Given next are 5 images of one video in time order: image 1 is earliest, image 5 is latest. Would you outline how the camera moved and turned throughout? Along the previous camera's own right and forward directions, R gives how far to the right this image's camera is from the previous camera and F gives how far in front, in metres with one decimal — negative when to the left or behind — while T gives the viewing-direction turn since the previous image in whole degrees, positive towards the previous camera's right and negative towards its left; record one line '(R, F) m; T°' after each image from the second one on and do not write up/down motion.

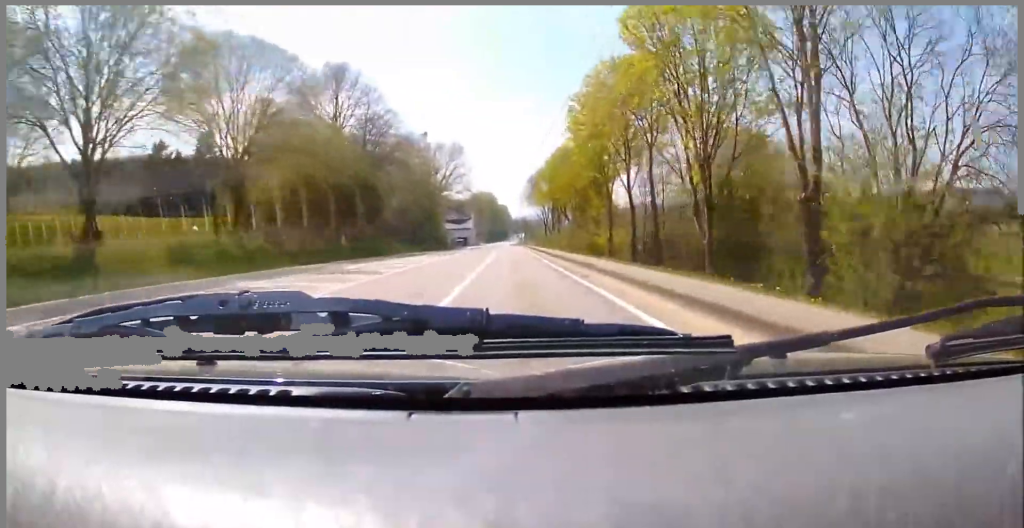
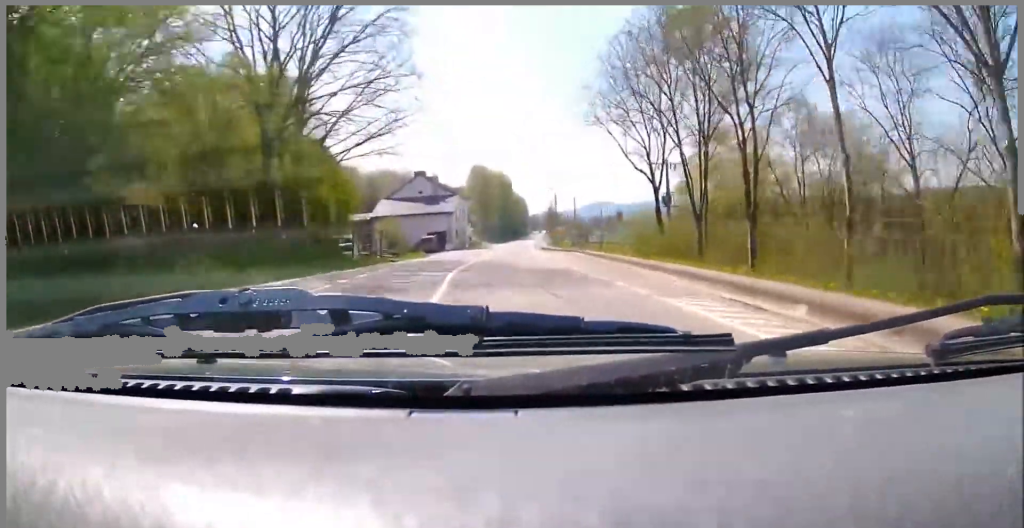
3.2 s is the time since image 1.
(+1.7, +81.8) m; -1°
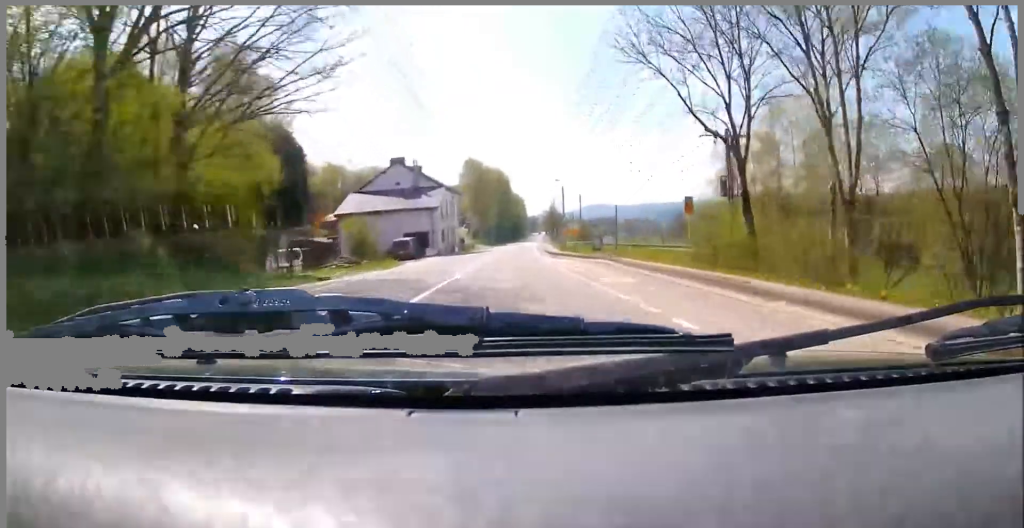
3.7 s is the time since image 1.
(-0.4, +14.9) m; 0°
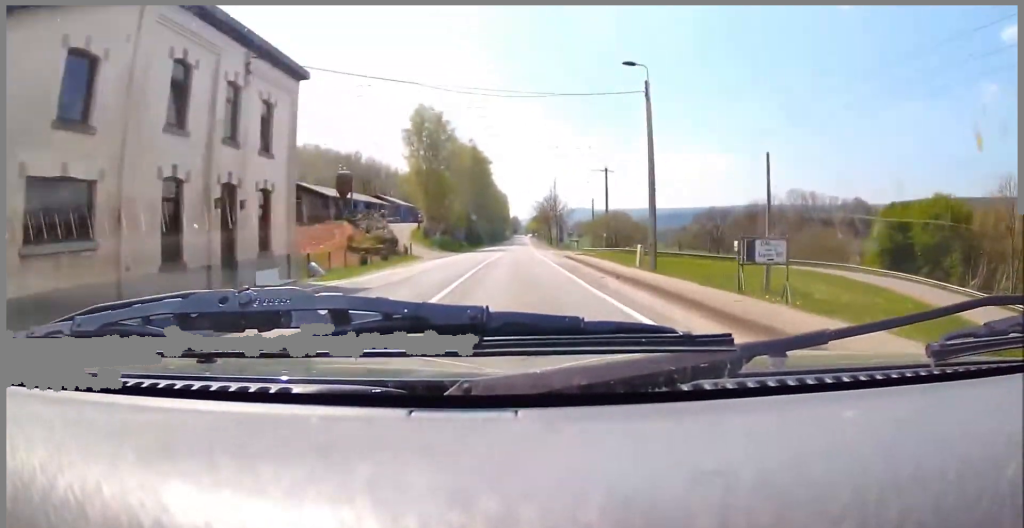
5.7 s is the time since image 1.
(+1.1, +52.7) m; +3°
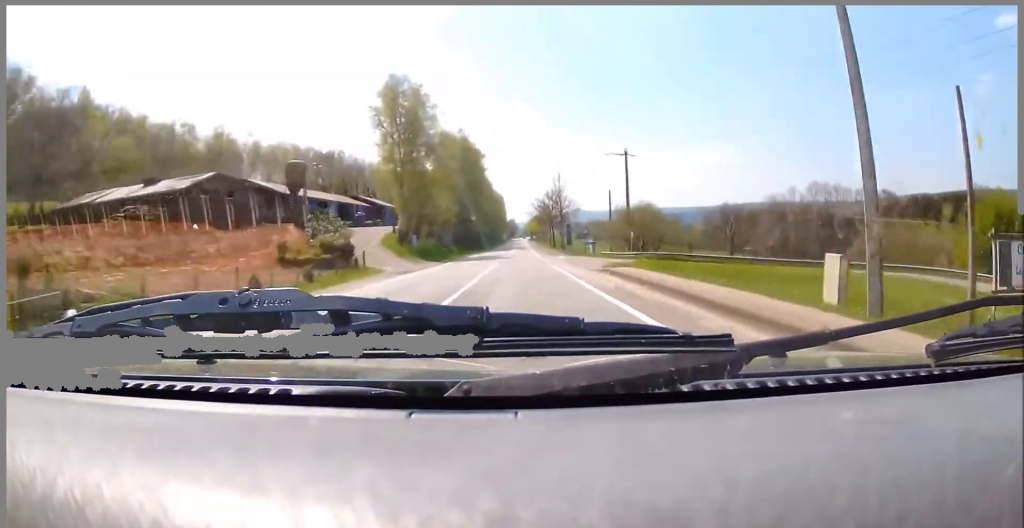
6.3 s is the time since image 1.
(0.0, +15.5) m; 0°
